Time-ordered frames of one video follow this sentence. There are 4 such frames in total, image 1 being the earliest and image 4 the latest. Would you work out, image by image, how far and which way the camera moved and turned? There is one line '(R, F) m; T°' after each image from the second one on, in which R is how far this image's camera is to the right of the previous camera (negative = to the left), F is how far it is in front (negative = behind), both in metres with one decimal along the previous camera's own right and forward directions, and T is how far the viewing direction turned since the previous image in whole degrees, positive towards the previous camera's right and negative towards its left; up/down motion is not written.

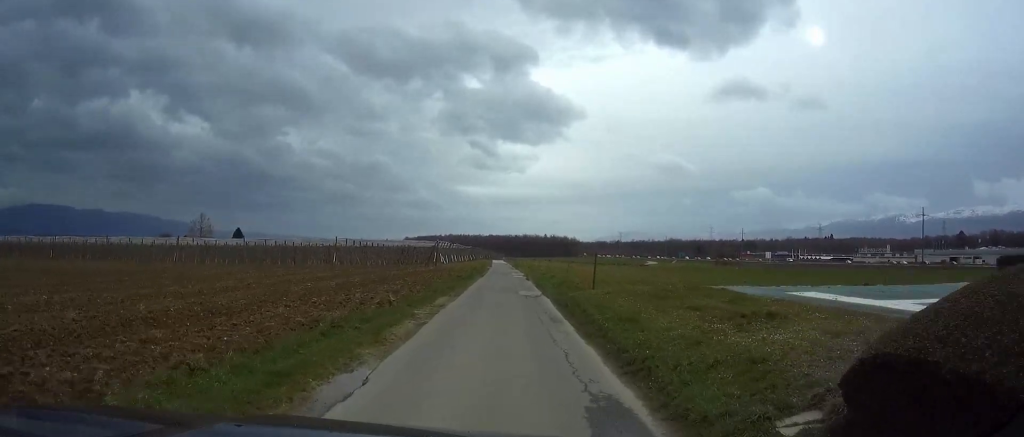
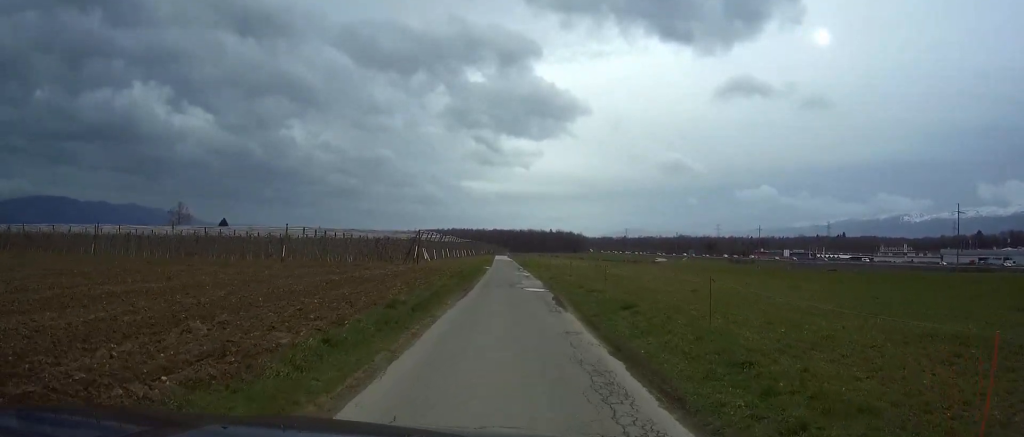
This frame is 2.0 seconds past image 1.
(0.0, +22.6) m; 0°
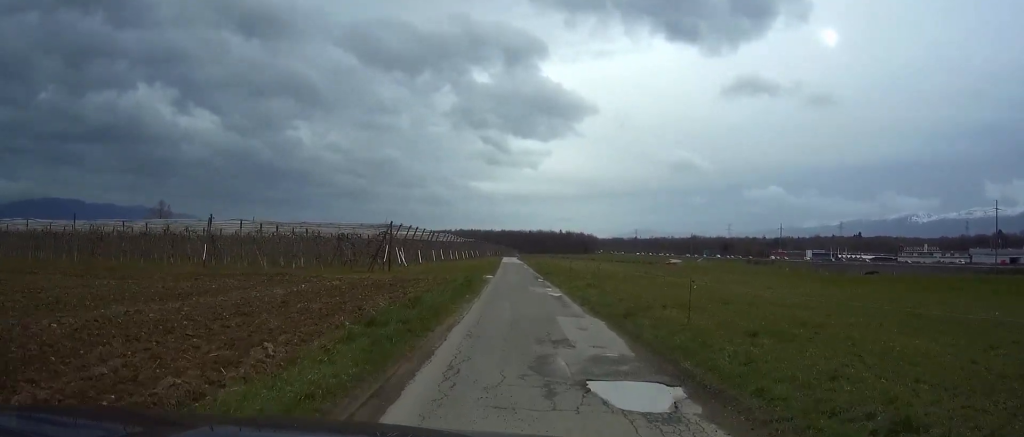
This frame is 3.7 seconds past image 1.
(0.0, +19.7) m; 0°
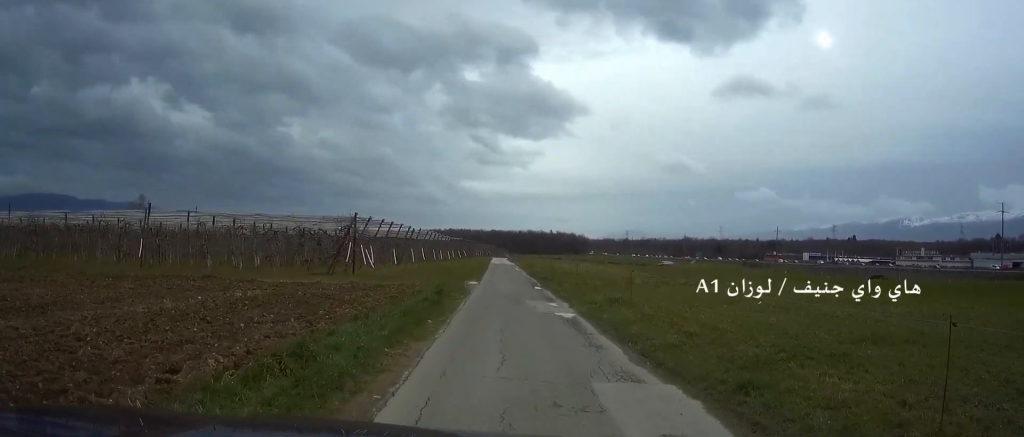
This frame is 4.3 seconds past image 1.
(0.0, +7.4) m; +1°
